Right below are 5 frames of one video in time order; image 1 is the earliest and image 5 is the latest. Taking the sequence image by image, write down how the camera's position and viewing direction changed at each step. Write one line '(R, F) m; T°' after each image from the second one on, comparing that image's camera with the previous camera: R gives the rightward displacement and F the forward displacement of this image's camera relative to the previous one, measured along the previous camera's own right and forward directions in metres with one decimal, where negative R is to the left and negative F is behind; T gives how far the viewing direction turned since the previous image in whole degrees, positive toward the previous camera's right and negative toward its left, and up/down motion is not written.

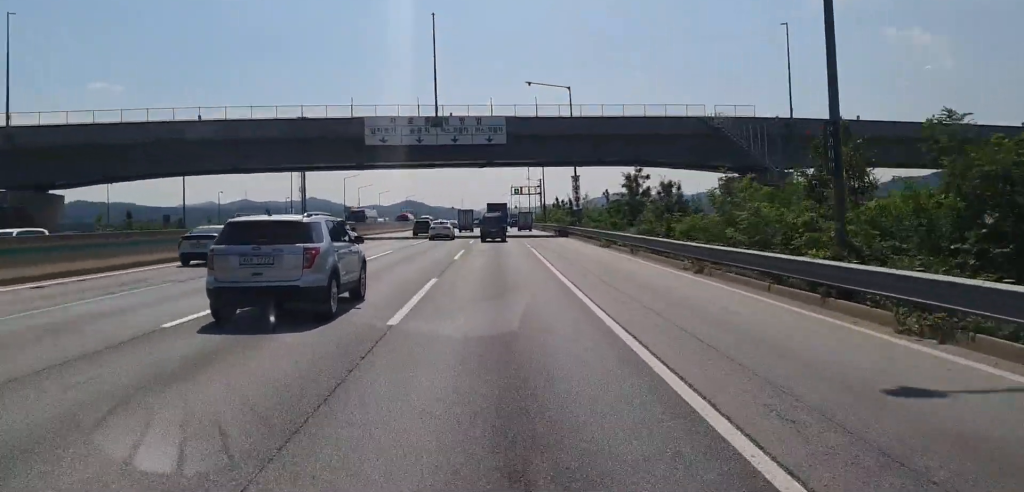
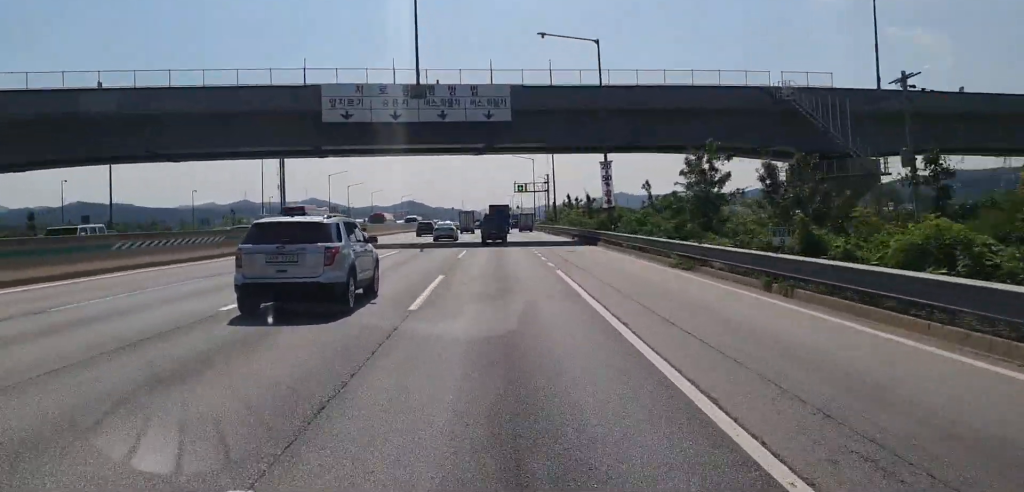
(+0.1, +16.7) m; +1°
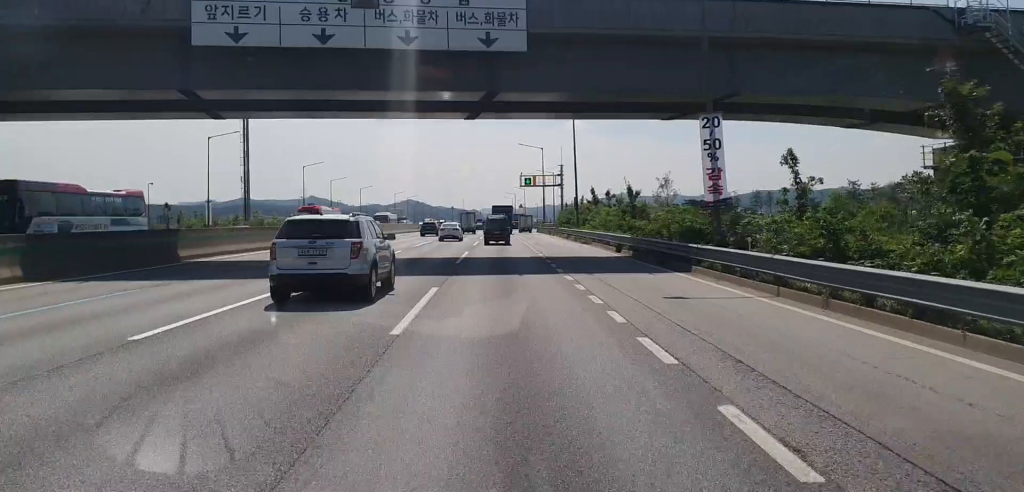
(+0.2, +21.7) m; 0°
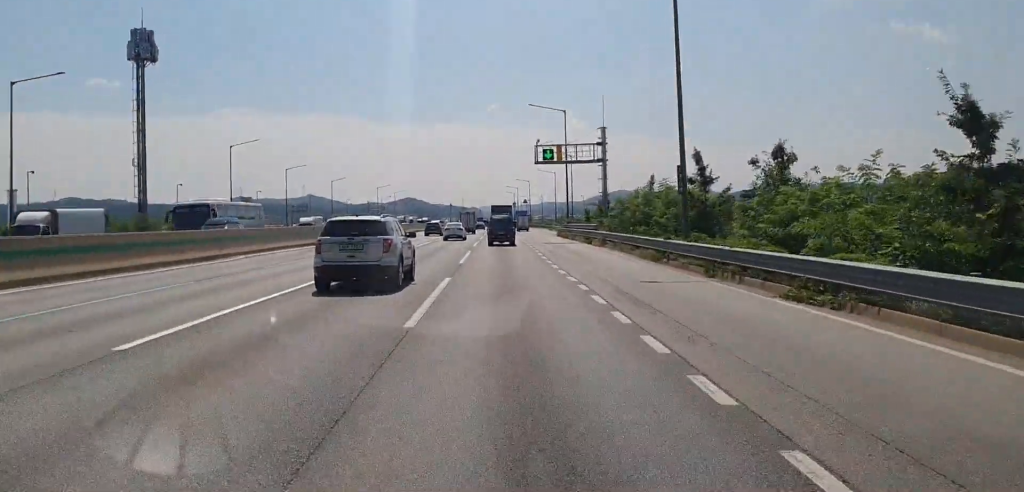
(-0.6, +36.9) m; 0°
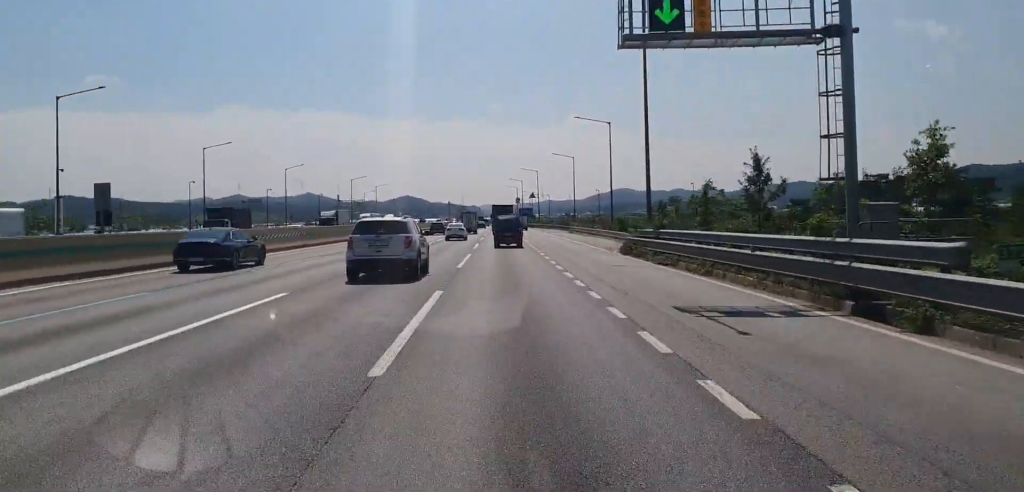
(+0.6, +39.2) m; 0°
